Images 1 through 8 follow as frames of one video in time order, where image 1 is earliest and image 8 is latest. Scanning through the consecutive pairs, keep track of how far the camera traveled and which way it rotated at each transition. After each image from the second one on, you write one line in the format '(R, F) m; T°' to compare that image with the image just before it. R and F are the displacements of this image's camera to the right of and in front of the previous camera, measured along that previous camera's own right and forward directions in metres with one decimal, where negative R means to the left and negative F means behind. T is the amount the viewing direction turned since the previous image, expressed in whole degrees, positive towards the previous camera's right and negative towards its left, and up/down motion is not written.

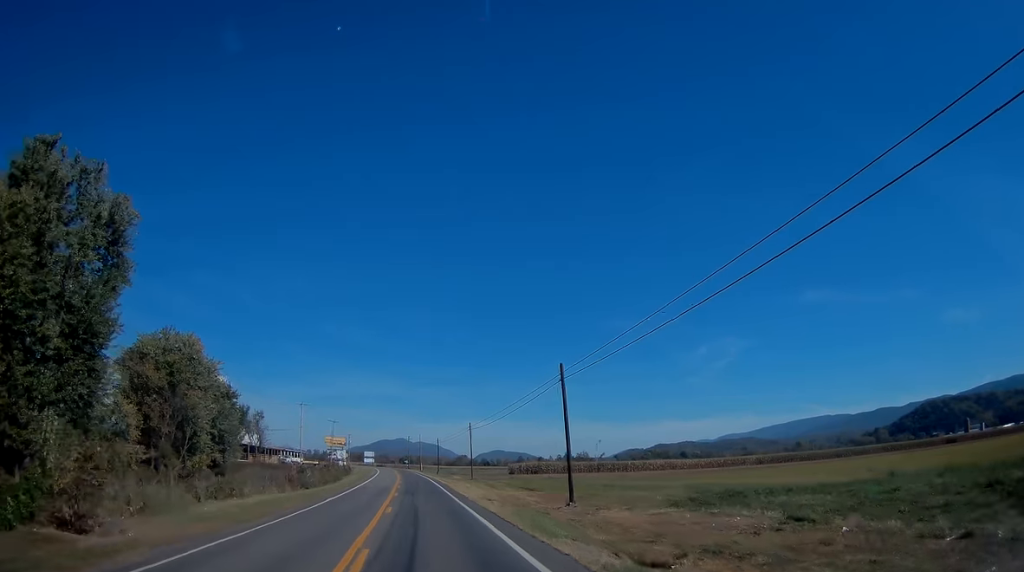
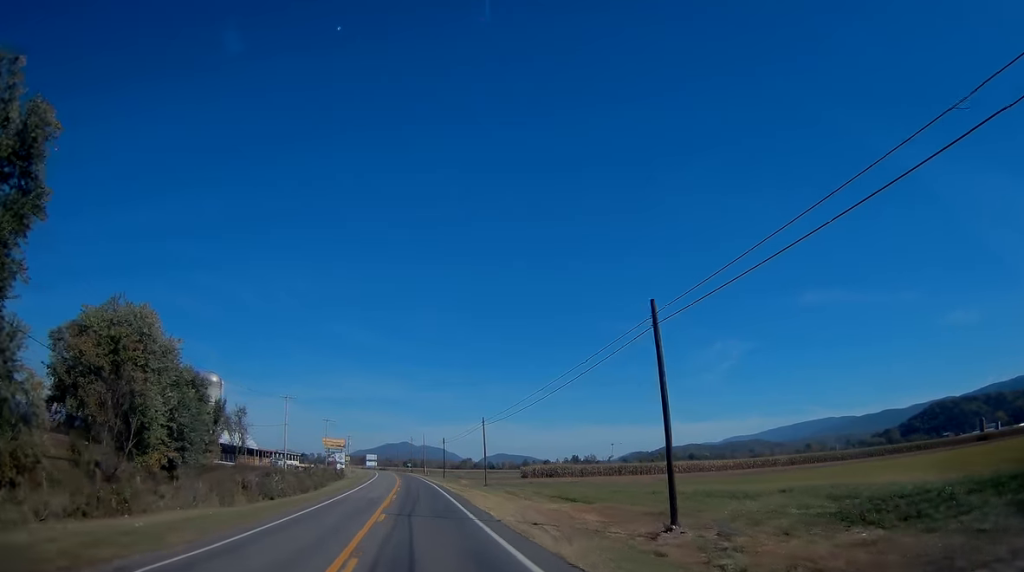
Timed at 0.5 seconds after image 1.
(-0.1, +13.4) m; 0°
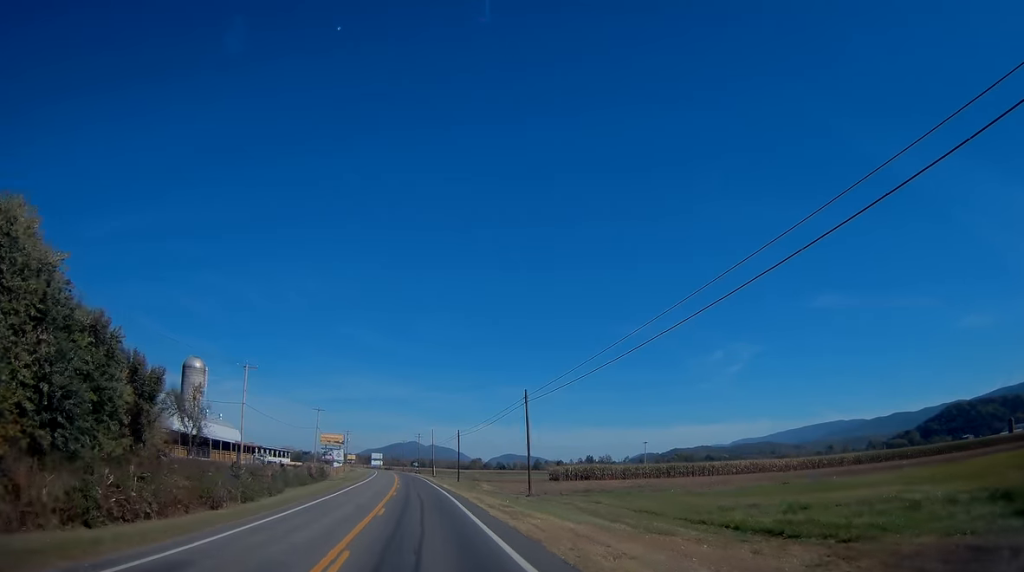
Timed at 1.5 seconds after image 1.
(-0.2, +23.6) m; -1°
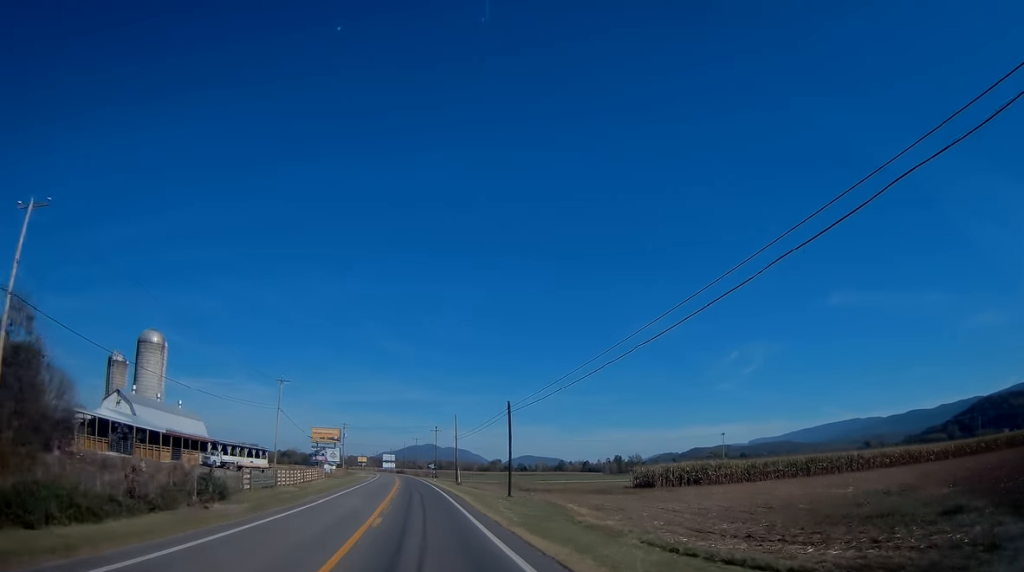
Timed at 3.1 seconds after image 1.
(-0.4, +40.4) m; -1°
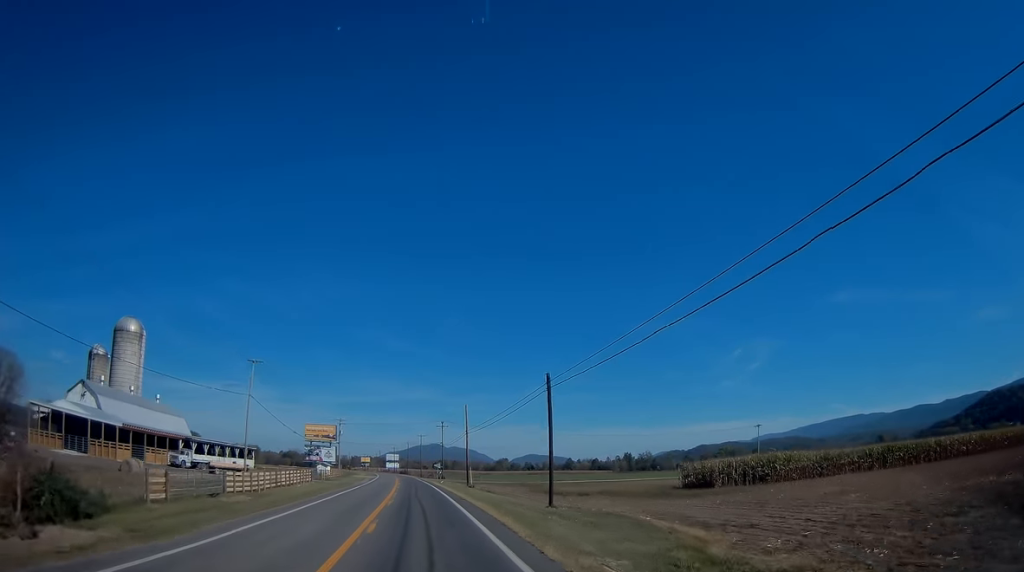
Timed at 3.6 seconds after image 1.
(0.0, +14.2) m; 0°
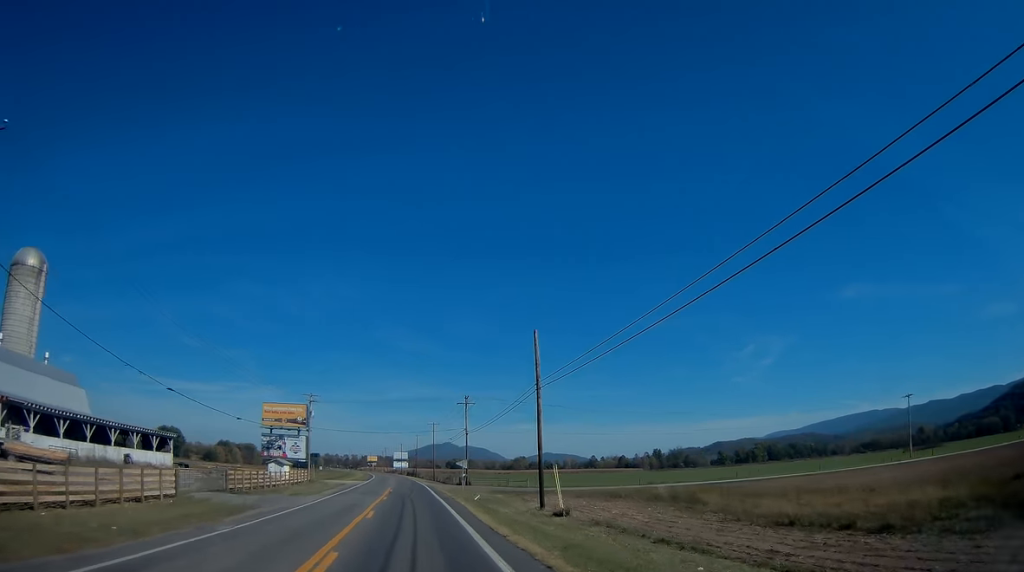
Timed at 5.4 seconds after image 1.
(-0.7, +44.1) m; -2°
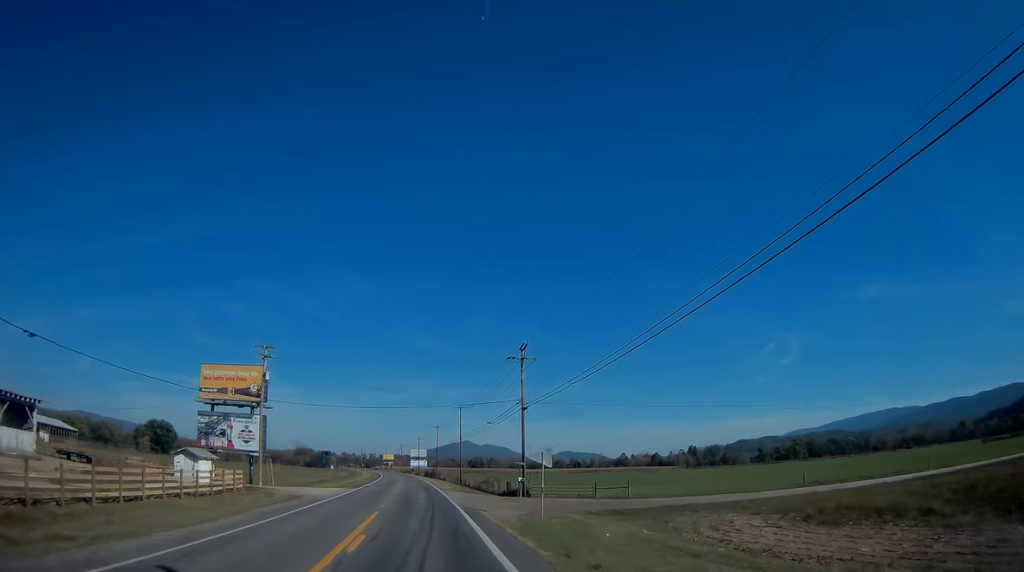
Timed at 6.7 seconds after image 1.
(-0.4, +33.2) m; -1°
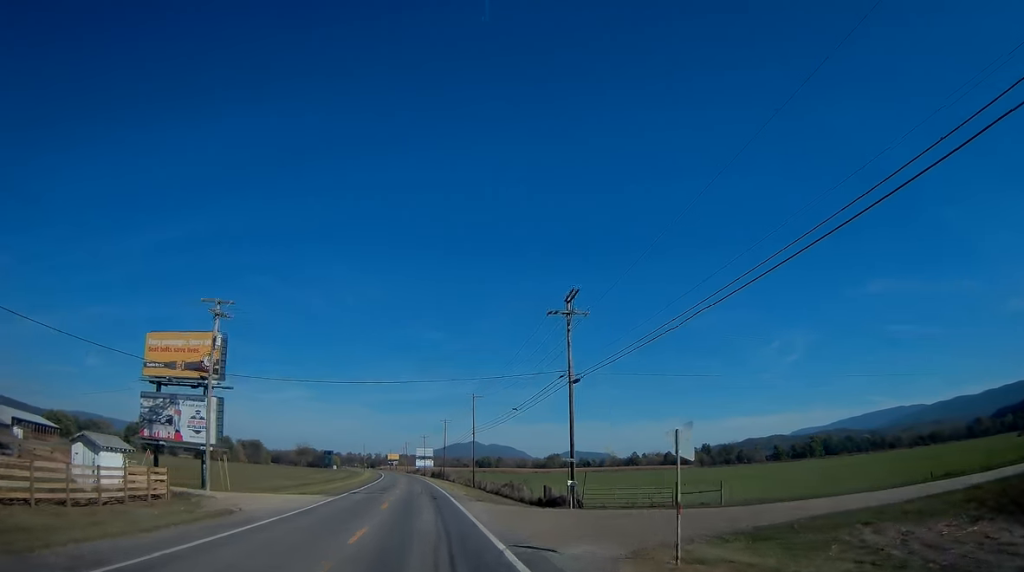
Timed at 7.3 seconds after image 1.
(0.0, +14.2) m; 0°
